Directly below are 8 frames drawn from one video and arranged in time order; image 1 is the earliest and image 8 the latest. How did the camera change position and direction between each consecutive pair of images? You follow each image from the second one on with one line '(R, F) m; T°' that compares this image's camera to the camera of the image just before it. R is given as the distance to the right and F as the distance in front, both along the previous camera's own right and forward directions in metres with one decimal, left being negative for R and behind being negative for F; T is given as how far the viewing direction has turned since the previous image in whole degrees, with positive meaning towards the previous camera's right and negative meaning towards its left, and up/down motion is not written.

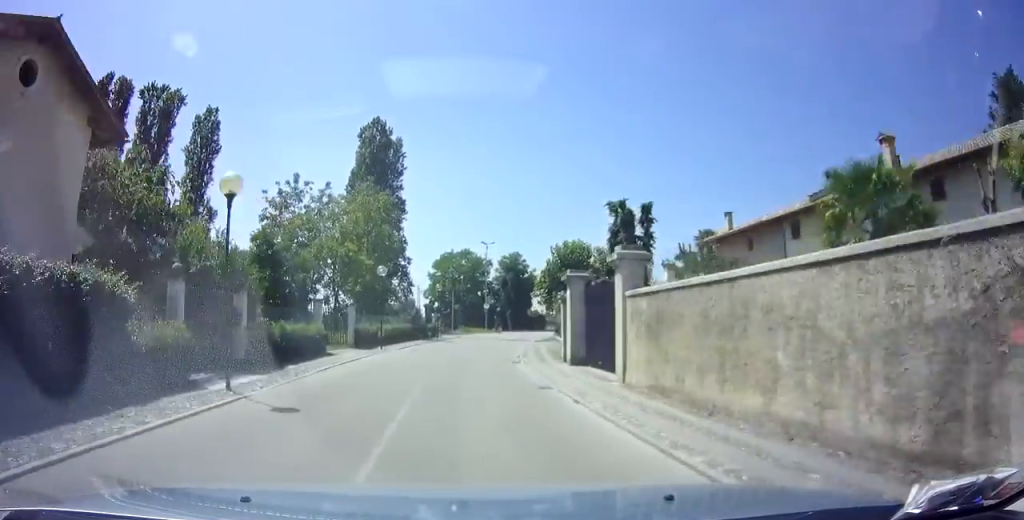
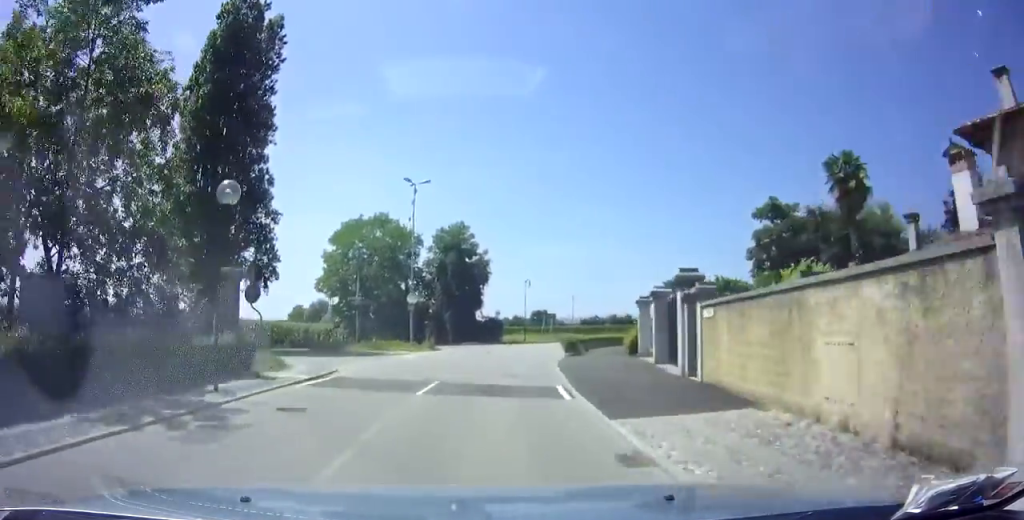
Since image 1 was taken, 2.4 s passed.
(+3.2, +29.2) m; +14°
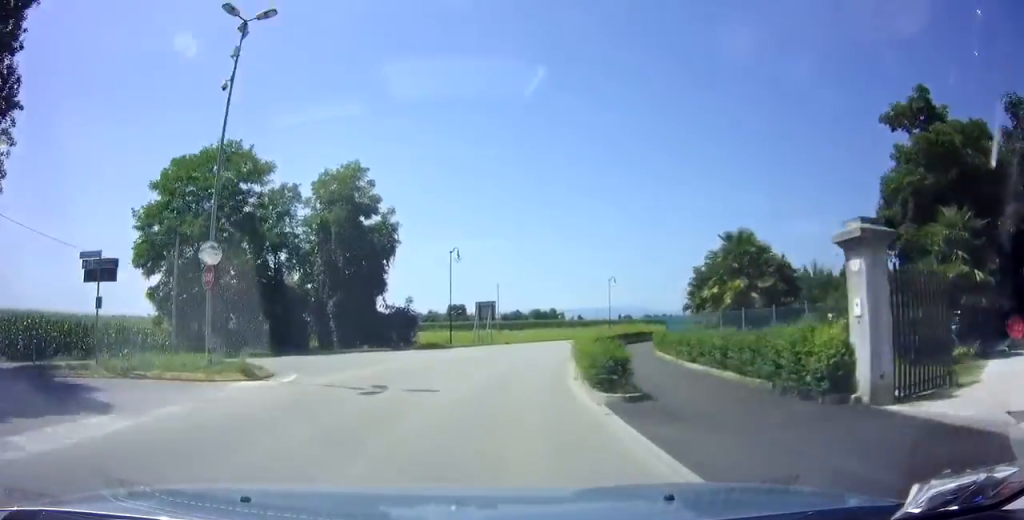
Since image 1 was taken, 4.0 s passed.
(+1.7, +19.1) m; +13°
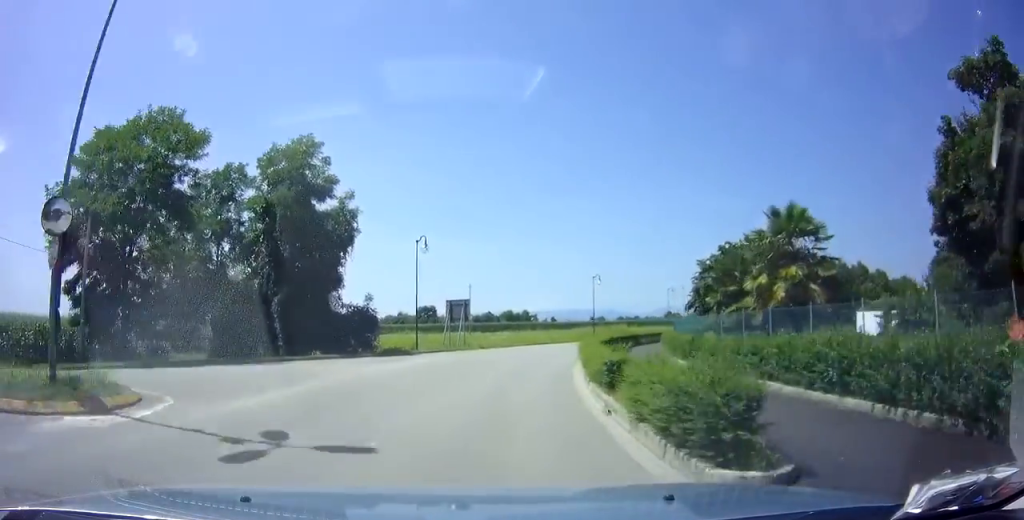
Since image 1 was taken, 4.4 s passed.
(+0.5, +5.4) m; +4°
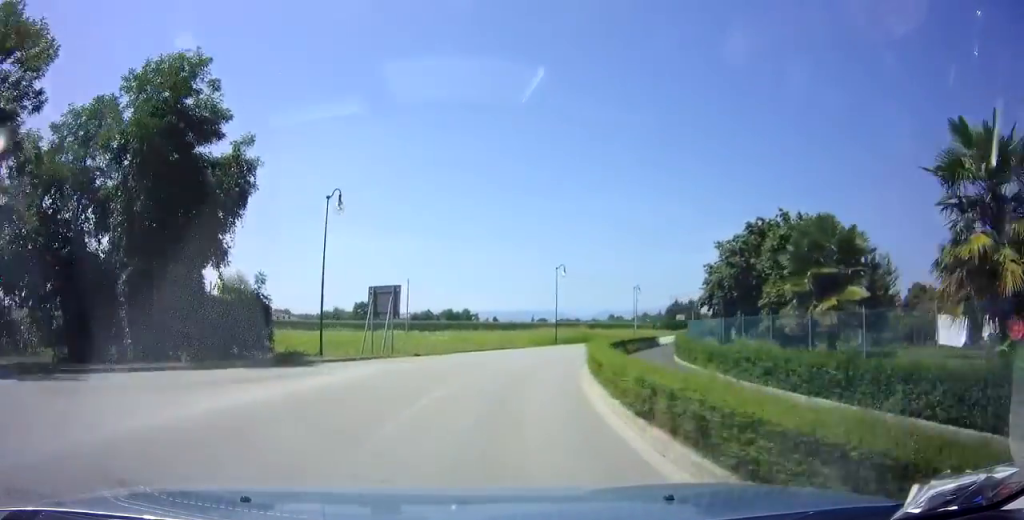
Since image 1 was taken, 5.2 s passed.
(+0.6, +9.7) m; +8°
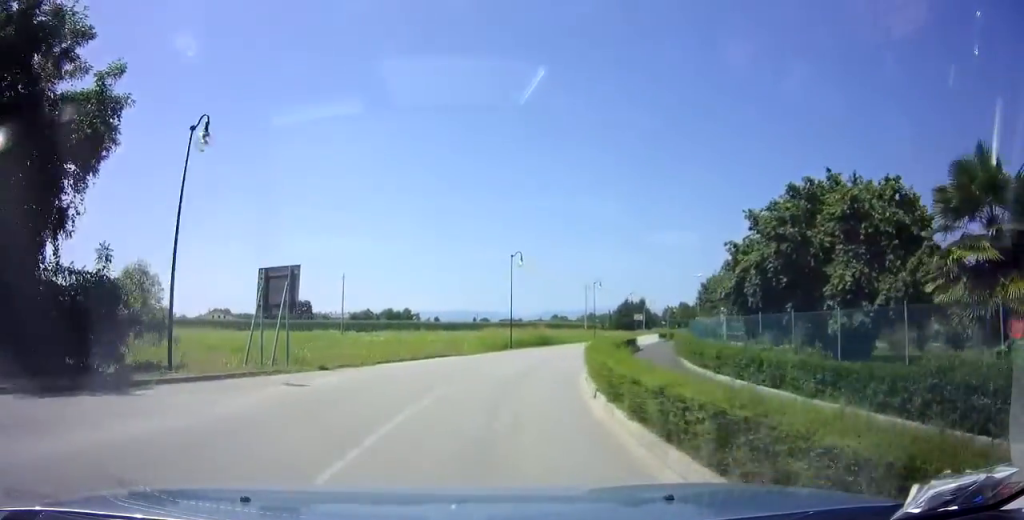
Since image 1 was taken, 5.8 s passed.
(0.0, +8.1) m; +7°
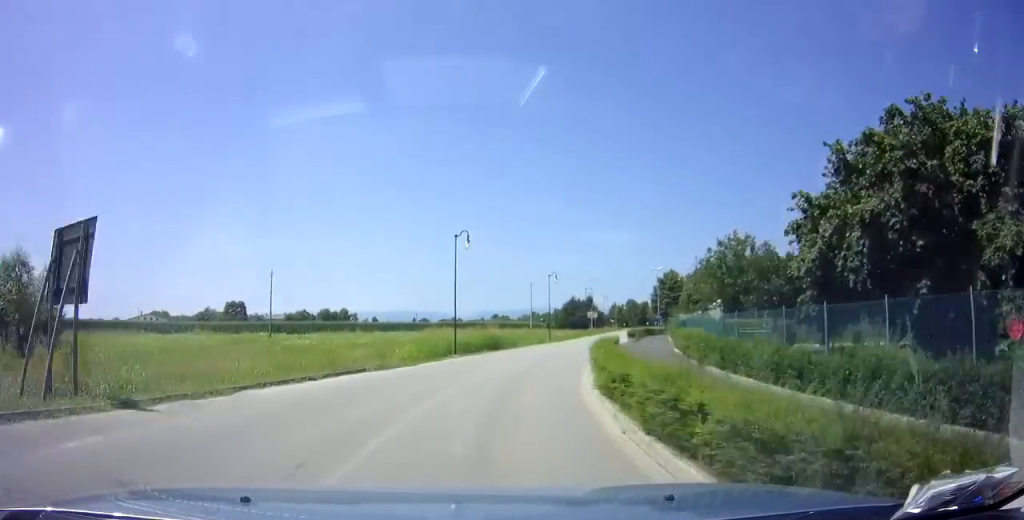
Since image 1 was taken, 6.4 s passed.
(+1.0, +7.7) m; +5°
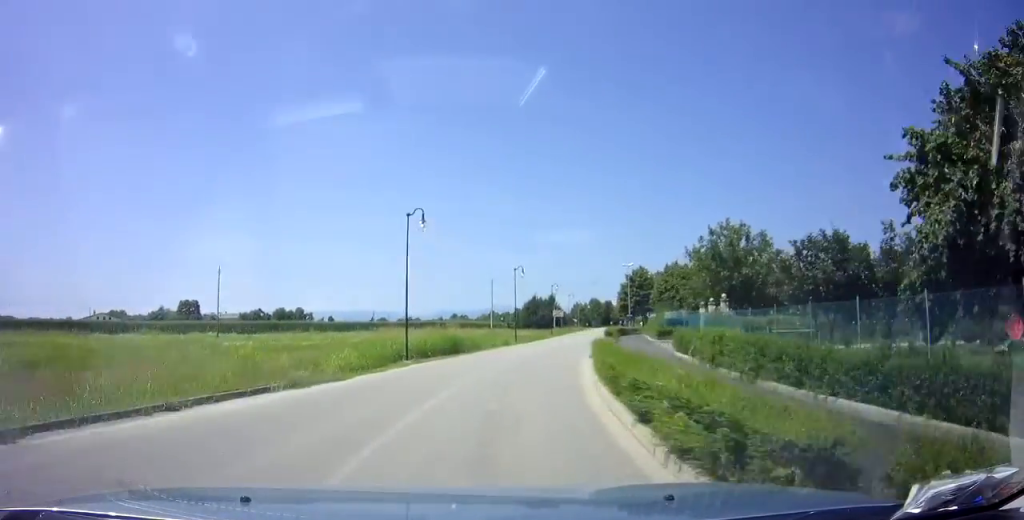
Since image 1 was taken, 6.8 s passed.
(+0.3, +5.2) m; +3°
